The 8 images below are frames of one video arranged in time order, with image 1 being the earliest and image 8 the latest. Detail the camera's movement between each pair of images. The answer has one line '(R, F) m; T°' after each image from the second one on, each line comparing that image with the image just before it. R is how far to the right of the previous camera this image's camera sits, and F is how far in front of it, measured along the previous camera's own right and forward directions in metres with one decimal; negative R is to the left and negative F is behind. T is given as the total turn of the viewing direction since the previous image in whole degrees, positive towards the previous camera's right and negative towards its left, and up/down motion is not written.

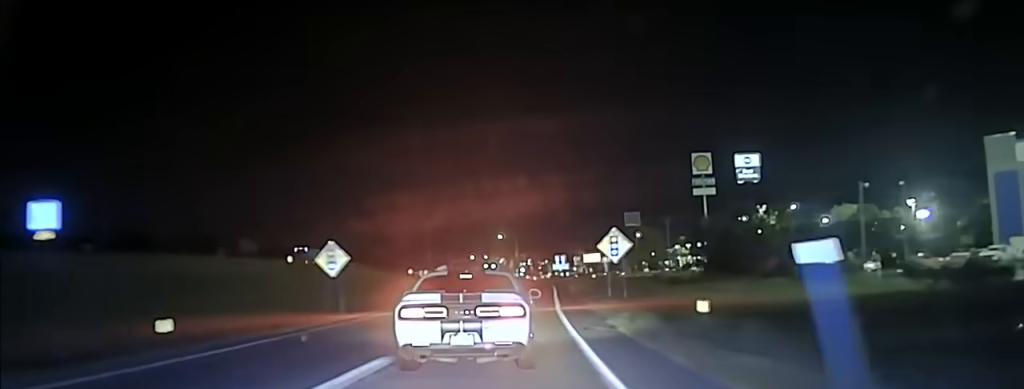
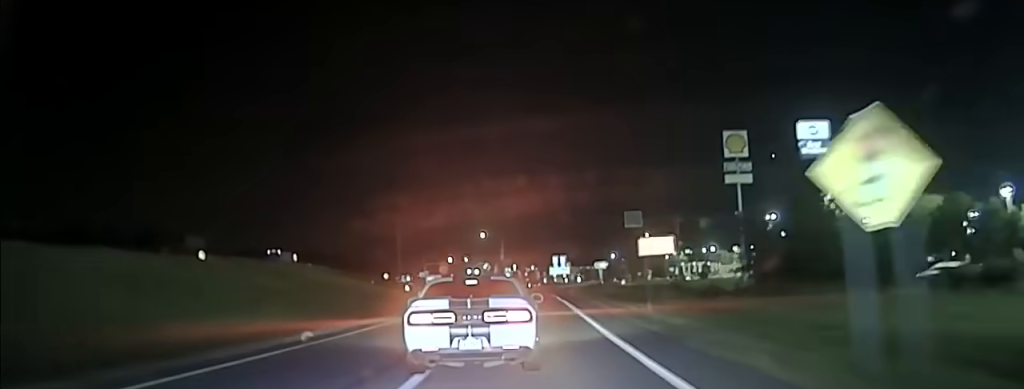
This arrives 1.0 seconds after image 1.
(0.0, +33.6) m; +1°
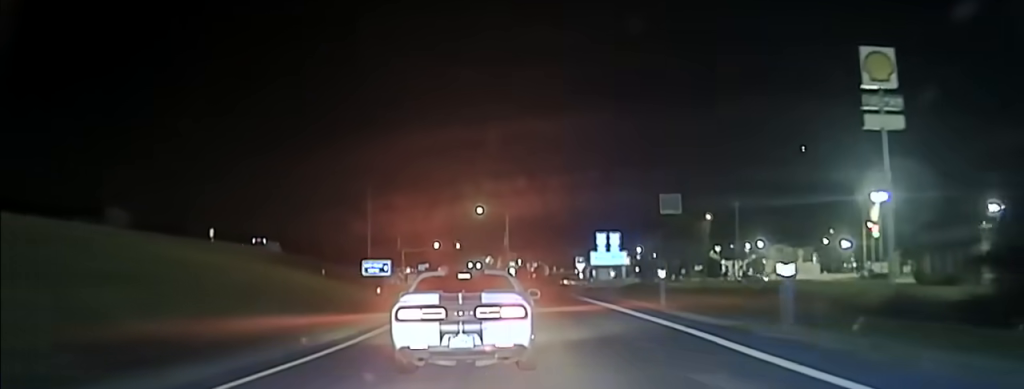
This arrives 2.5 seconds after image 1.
(+0.4, +48.8) m; -1°
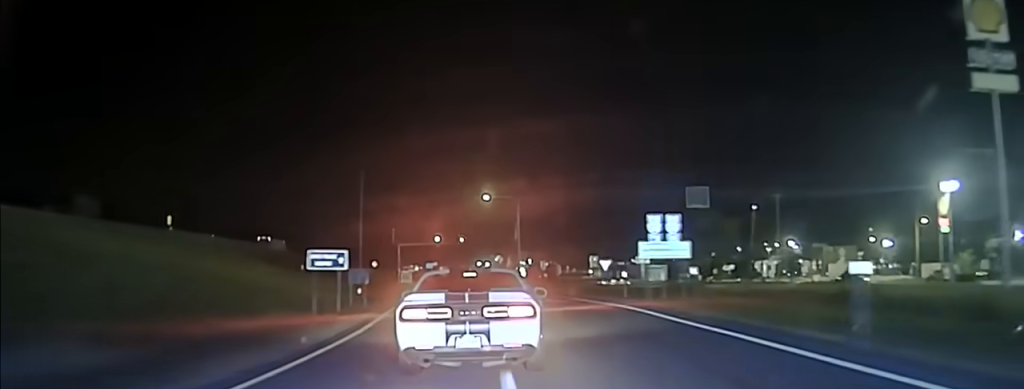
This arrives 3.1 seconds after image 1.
(-0.1, +19.2) m; -1°
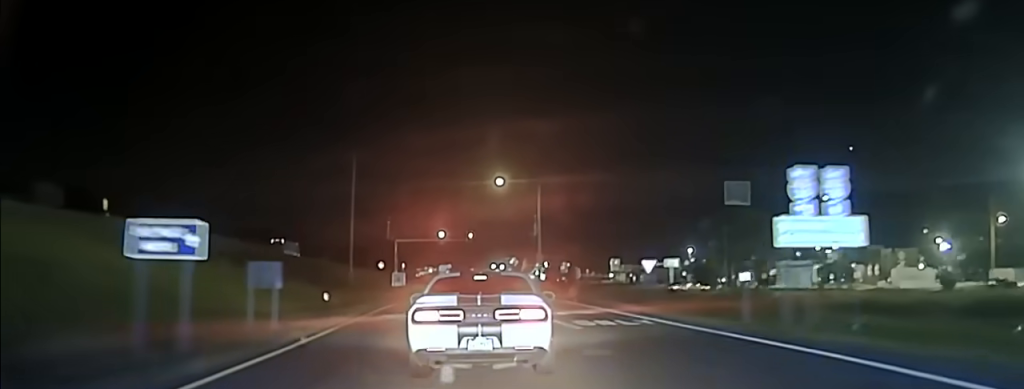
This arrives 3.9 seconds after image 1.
(-0.3, +21.3) m; -1°
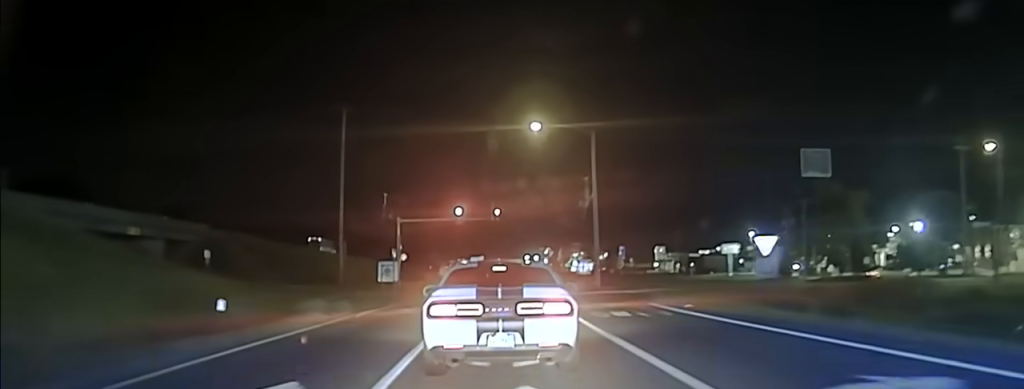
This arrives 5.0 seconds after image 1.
(-0.1, +26.7) m; -1°
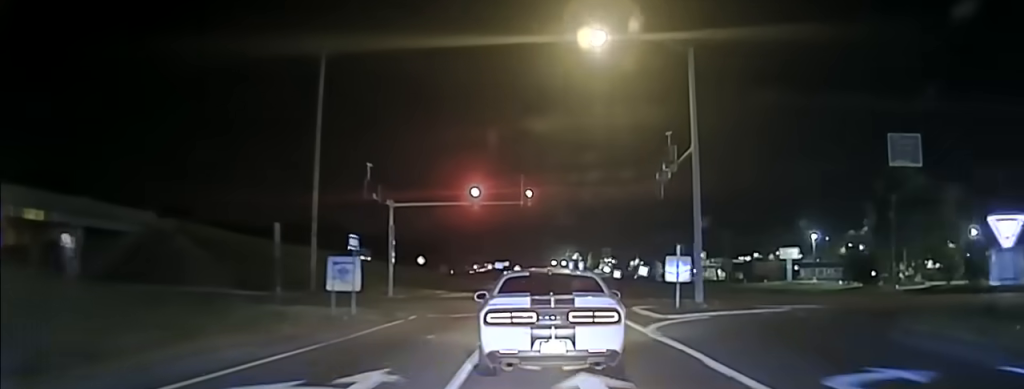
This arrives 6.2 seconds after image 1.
(-0.6, +23.9) m; -1°
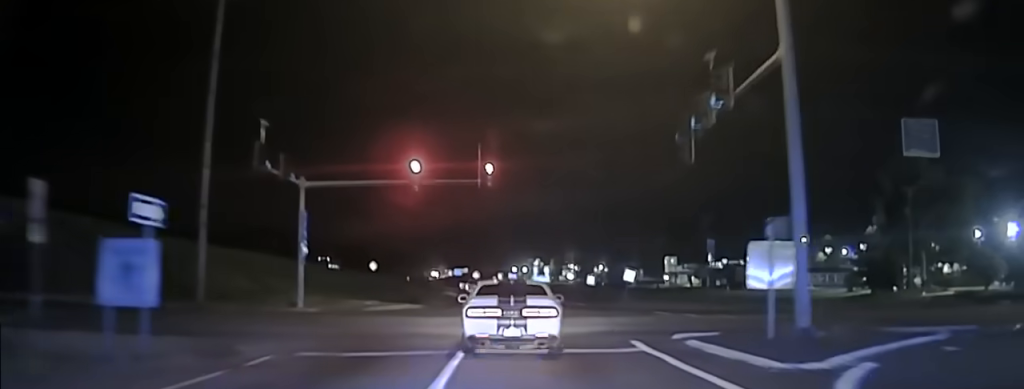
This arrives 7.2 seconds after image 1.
(0.0, +18.0) m; 0°
